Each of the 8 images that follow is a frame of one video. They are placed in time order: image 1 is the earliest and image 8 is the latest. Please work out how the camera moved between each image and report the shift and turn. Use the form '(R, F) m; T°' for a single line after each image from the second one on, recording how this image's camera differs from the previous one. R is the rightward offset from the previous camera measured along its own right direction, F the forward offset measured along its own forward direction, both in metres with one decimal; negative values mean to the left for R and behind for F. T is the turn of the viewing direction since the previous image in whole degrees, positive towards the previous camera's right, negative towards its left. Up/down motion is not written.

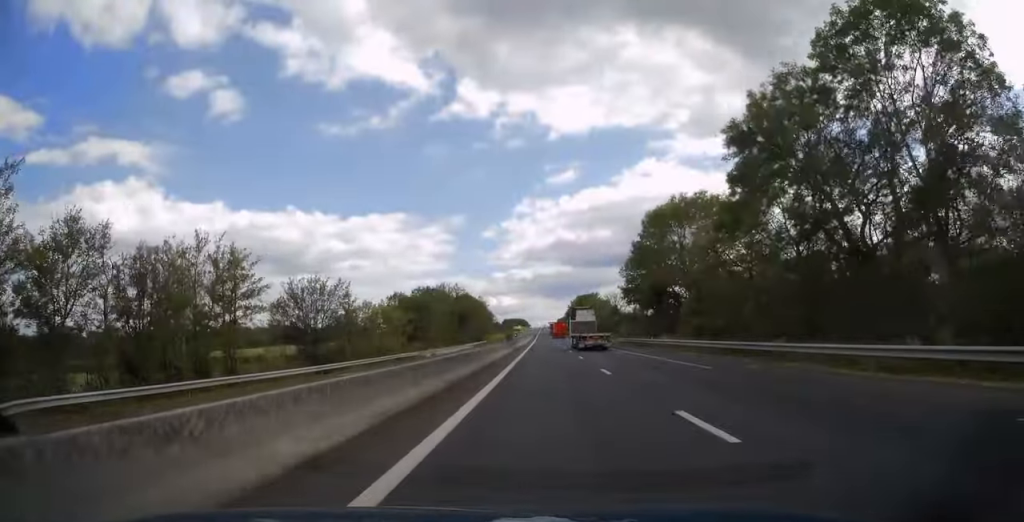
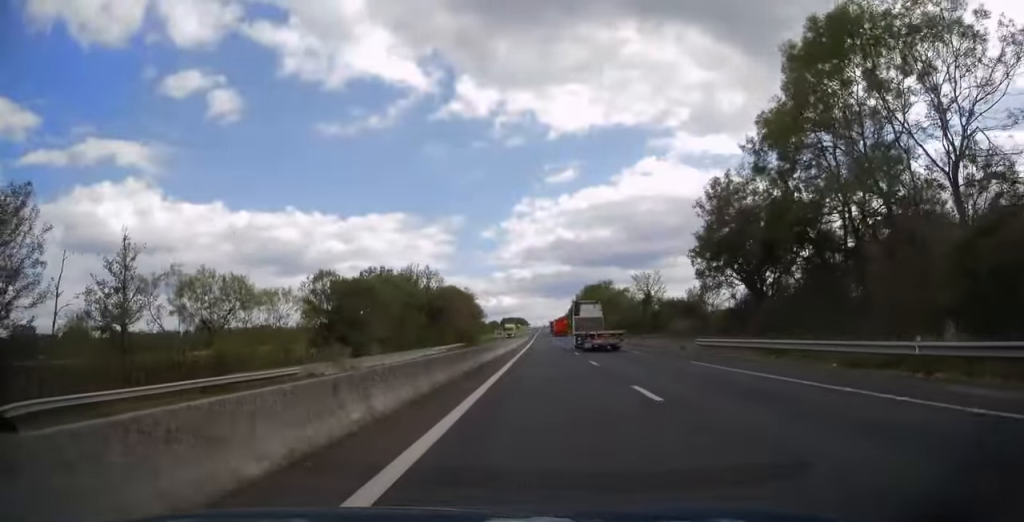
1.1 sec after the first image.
(+0.1, +34.2) m; 0°
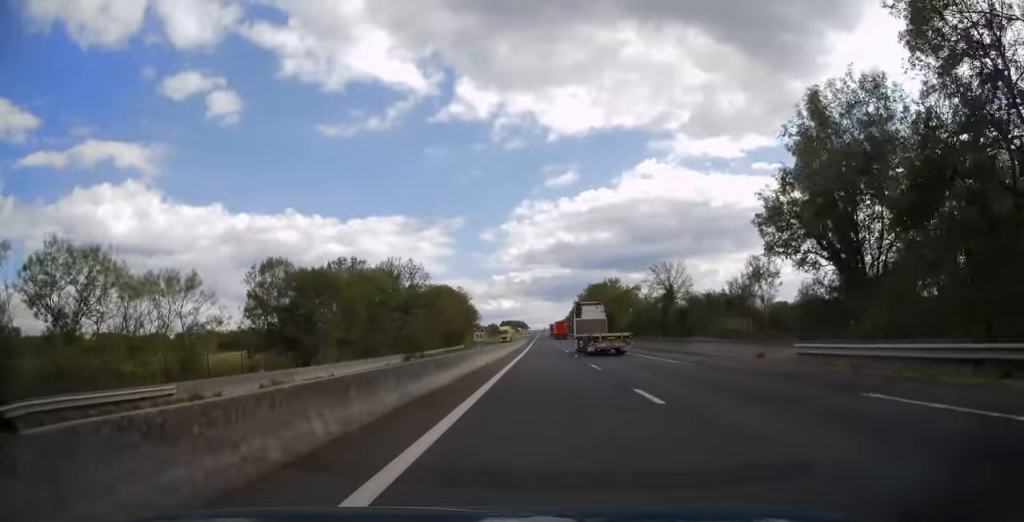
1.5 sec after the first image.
(0.0, +13.2) m; 0°
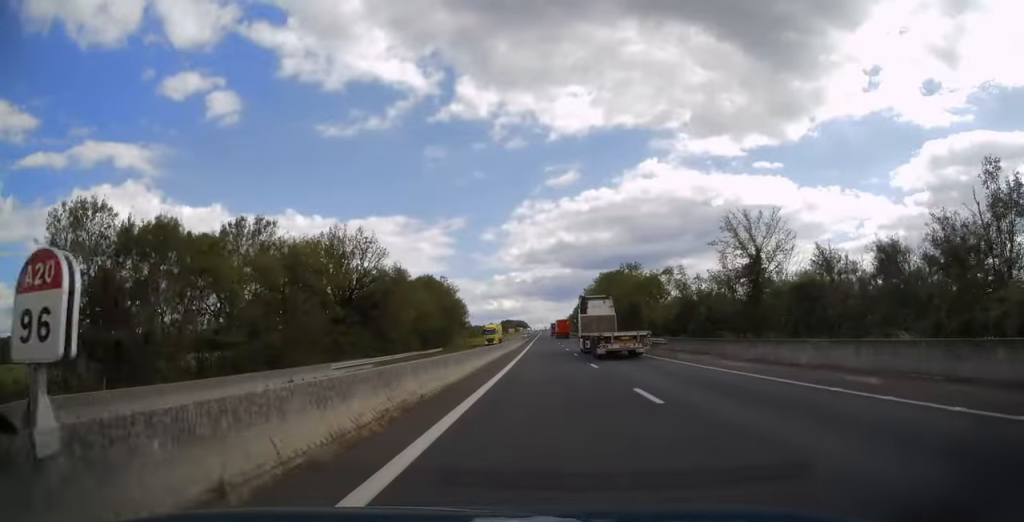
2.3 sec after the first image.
(0.0, +25.9) m; 0°
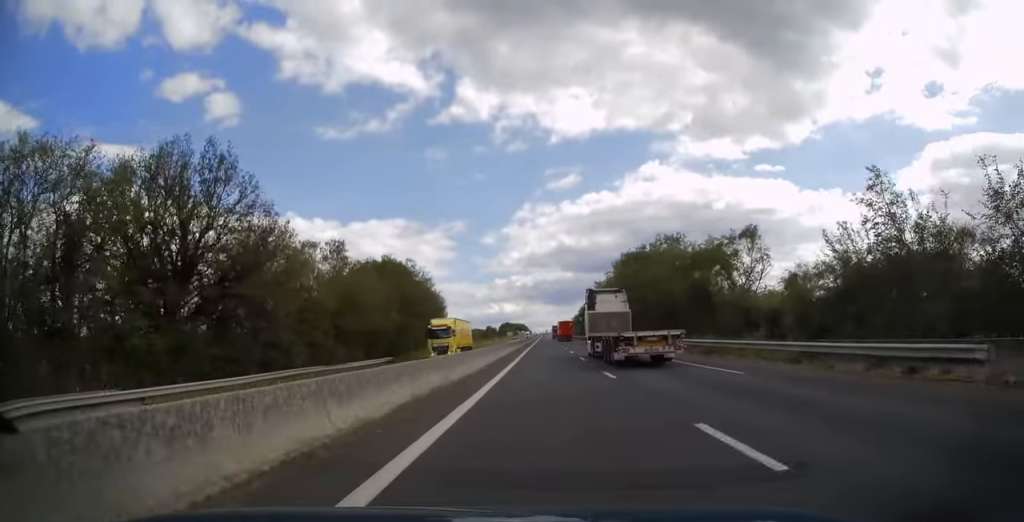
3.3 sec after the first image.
(0.0, +31.7) m; 0°
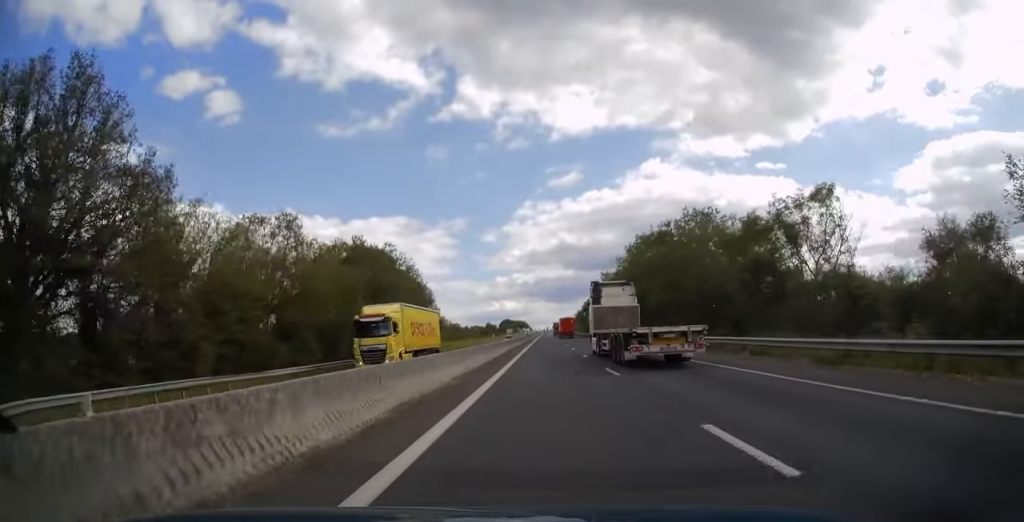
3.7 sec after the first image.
(0.0, +13.2) m; 0°
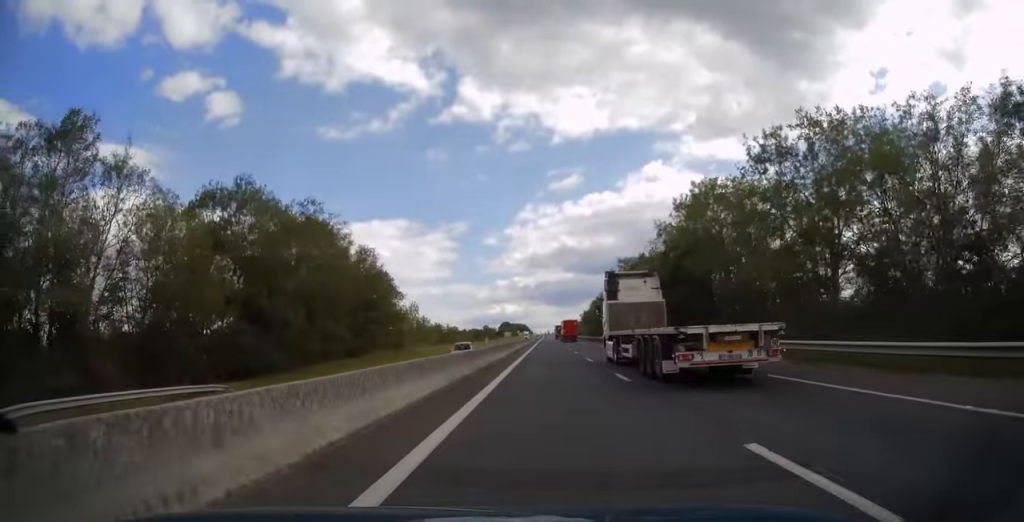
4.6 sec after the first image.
(0.0, +27.4) m; 0°
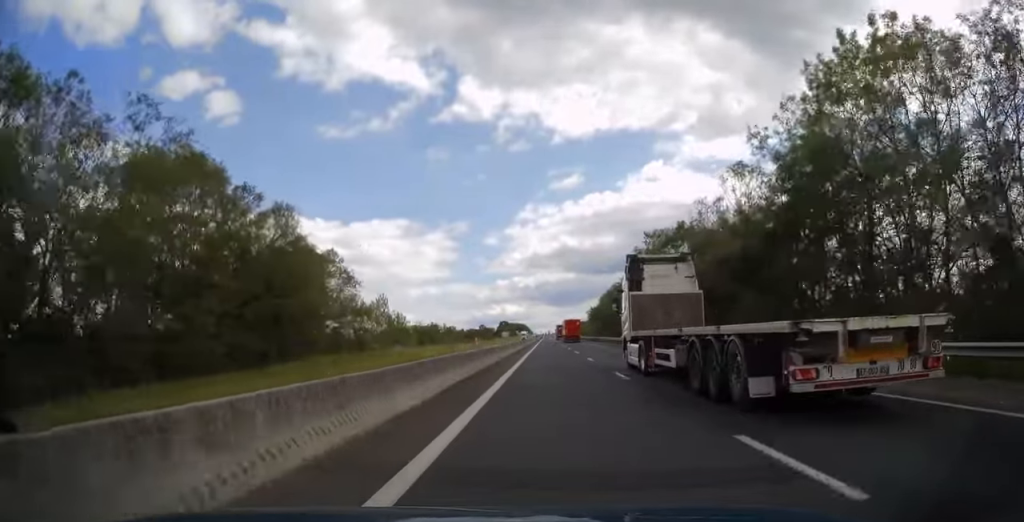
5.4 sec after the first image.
(-0.1, +25.3) m; 0°
